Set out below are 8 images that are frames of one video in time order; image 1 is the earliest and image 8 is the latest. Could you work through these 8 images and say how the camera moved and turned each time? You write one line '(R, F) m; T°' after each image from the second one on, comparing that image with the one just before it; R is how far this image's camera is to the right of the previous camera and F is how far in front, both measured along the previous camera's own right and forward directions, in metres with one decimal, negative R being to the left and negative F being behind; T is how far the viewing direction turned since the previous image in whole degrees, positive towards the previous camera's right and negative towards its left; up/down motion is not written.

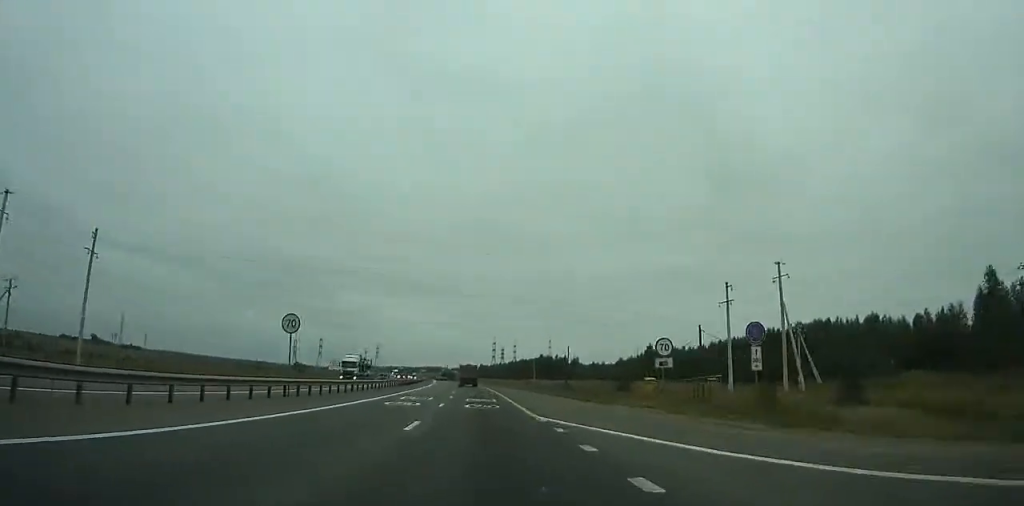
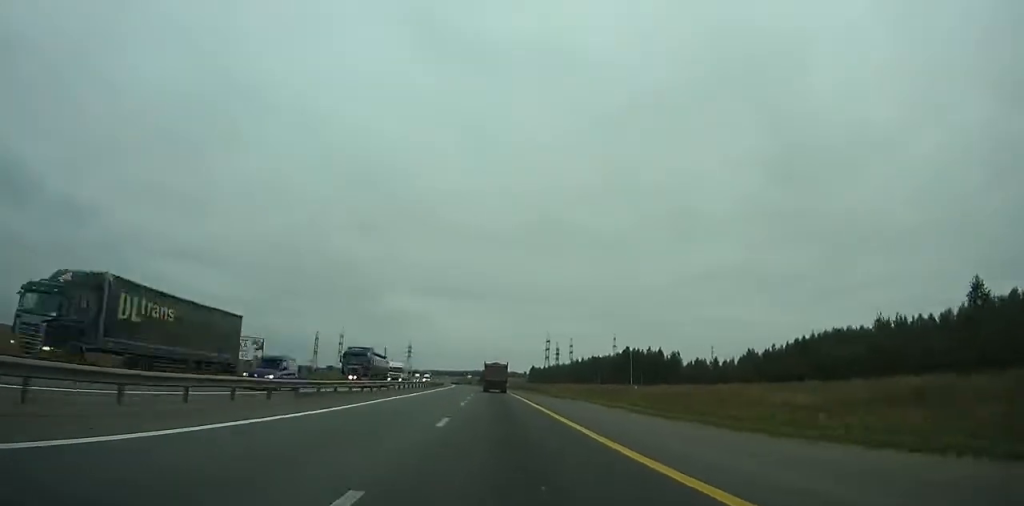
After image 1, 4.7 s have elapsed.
(-6.9, +95.9) m; -6°
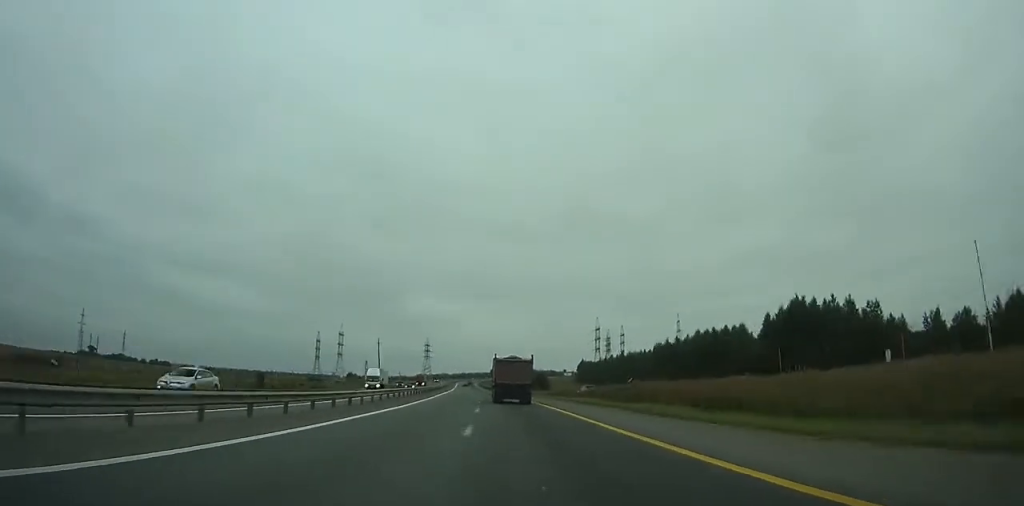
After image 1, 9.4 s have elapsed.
(-2.9, +98.0) m; -4°
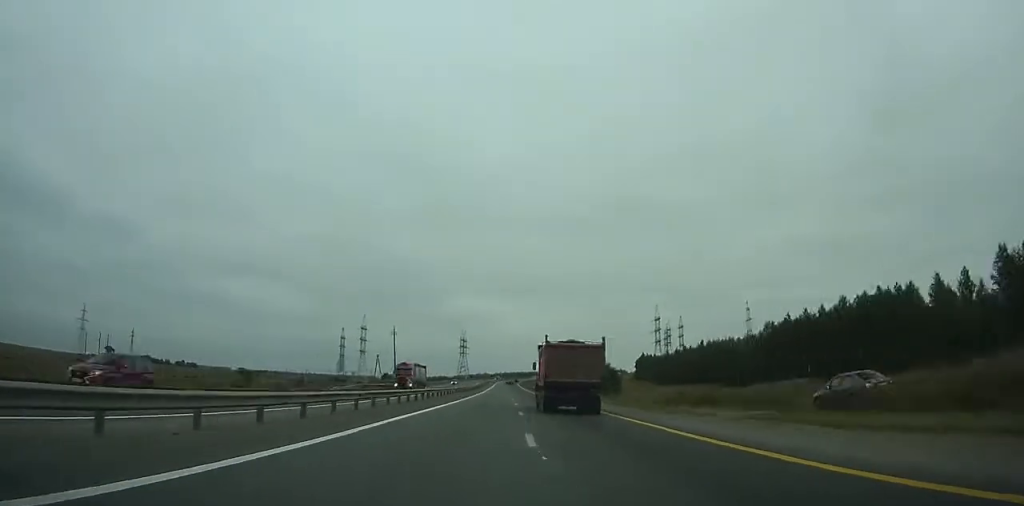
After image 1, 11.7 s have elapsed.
(-0.9, +50.0) m; -3°
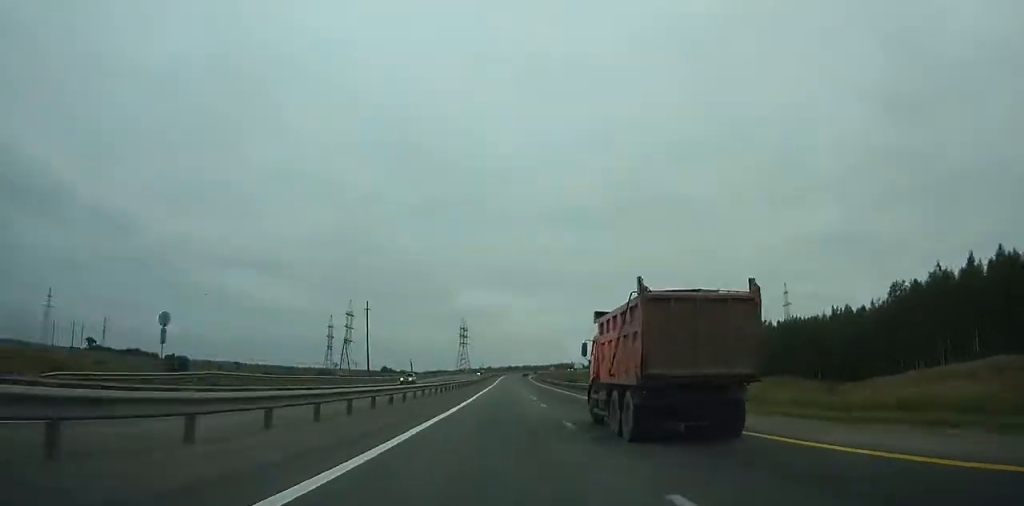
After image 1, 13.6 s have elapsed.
(-1.1, +42.7) m; -1°
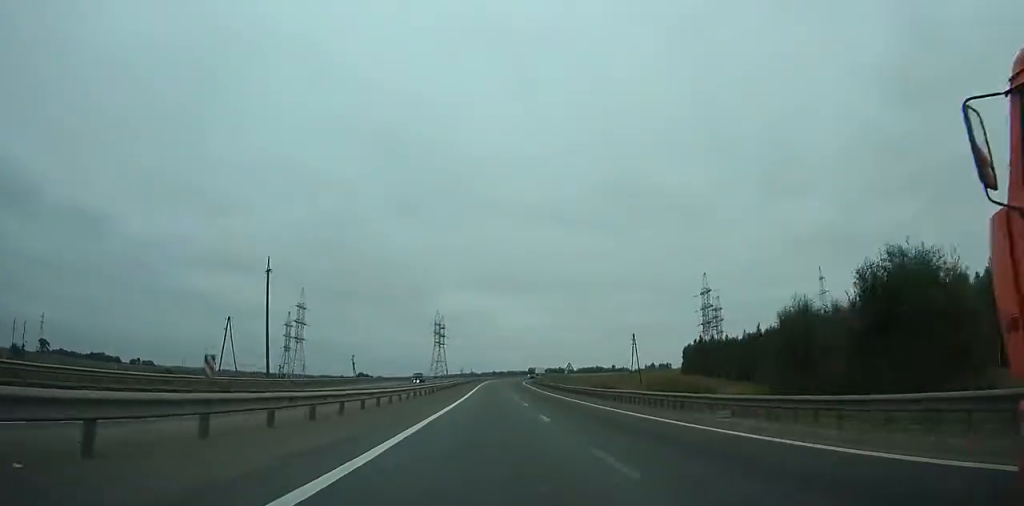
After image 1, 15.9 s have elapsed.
(-0.6, +52.6) m; 0°
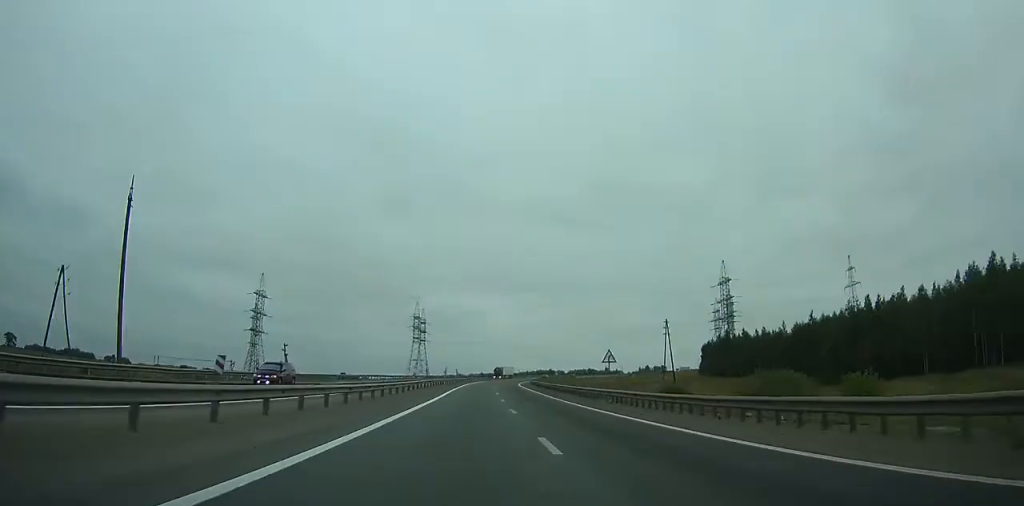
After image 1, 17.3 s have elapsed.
(+0.1, +32.6) m; +1°
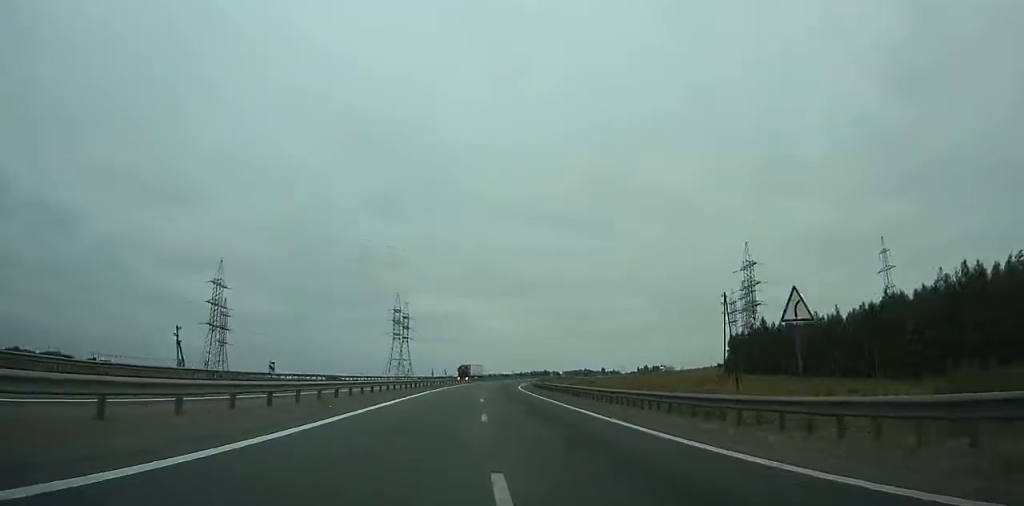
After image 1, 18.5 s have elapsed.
(+0.1, +28.0) m; +1°
